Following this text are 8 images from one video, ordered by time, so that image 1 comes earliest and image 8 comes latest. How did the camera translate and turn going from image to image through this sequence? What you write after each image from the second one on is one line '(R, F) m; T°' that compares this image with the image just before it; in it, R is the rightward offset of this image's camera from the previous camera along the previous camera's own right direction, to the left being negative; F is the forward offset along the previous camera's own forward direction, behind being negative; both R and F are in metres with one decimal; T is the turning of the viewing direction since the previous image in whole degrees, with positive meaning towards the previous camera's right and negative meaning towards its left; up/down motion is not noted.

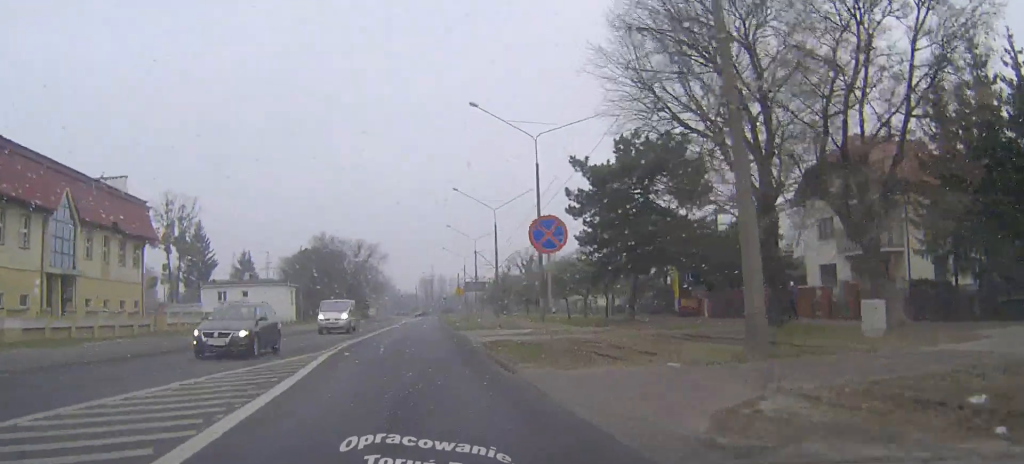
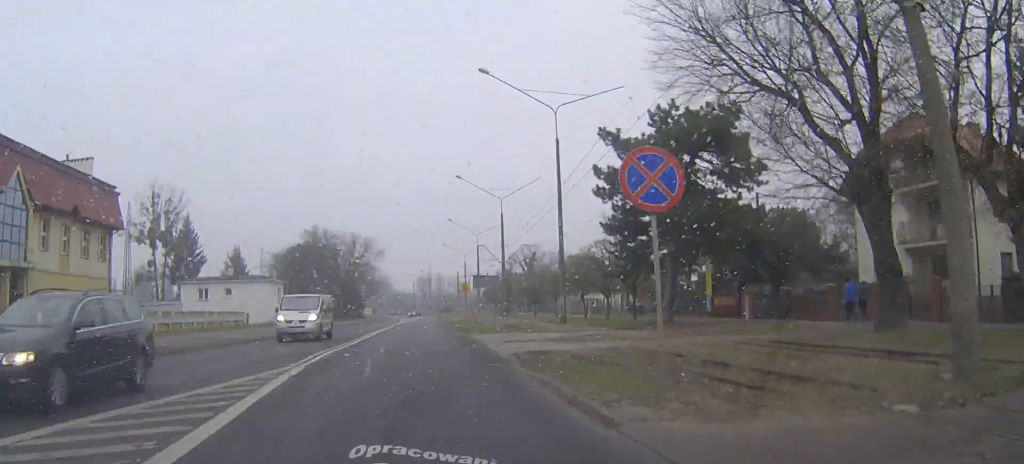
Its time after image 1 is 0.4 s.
(0.0, +6.6) m; 0°
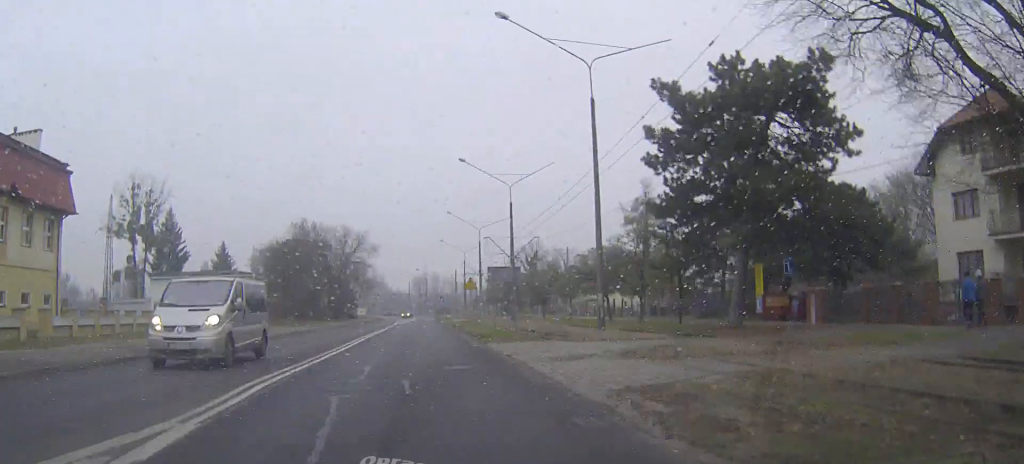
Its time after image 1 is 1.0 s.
(0.0, +7.8) m; 0°
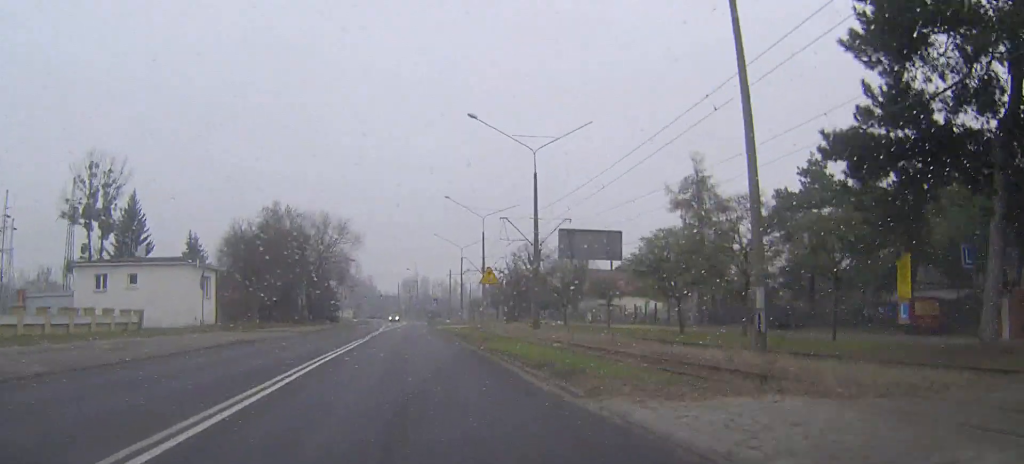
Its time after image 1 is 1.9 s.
(0.0, +14.5) m; 0°
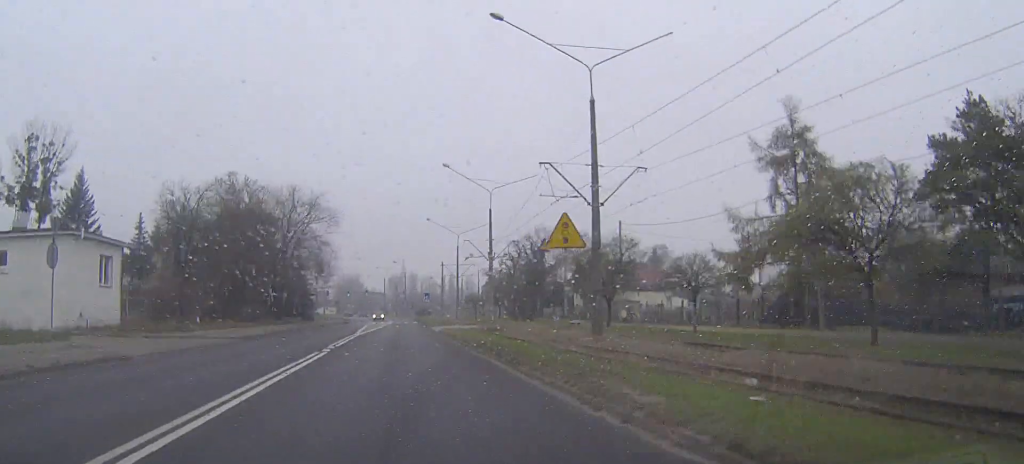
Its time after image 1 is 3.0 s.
(+0.1, +16.7) m; +1°
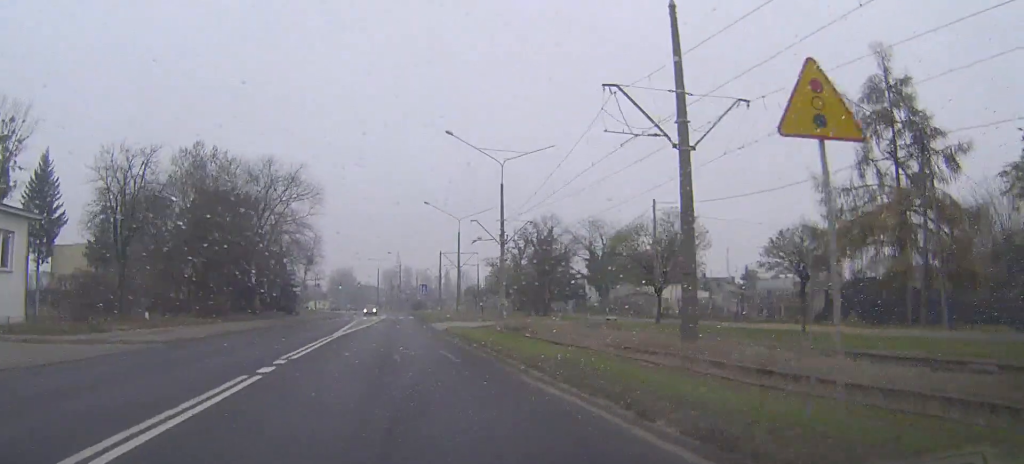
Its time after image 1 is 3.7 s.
(+0.1, +10.1) m; +1°
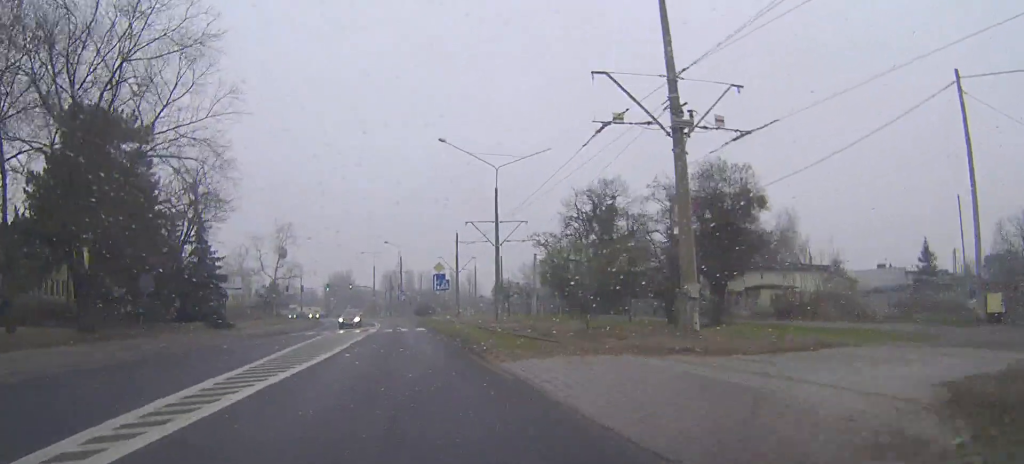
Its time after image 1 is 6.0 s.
(+0.2, +33.1) m; 0°
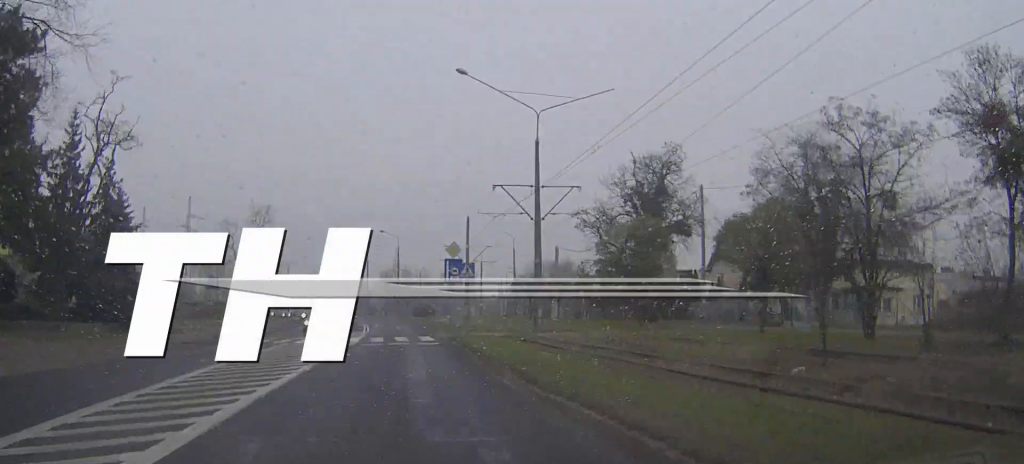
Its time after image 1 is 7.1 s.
(0.0, +16.3) m; 0°
